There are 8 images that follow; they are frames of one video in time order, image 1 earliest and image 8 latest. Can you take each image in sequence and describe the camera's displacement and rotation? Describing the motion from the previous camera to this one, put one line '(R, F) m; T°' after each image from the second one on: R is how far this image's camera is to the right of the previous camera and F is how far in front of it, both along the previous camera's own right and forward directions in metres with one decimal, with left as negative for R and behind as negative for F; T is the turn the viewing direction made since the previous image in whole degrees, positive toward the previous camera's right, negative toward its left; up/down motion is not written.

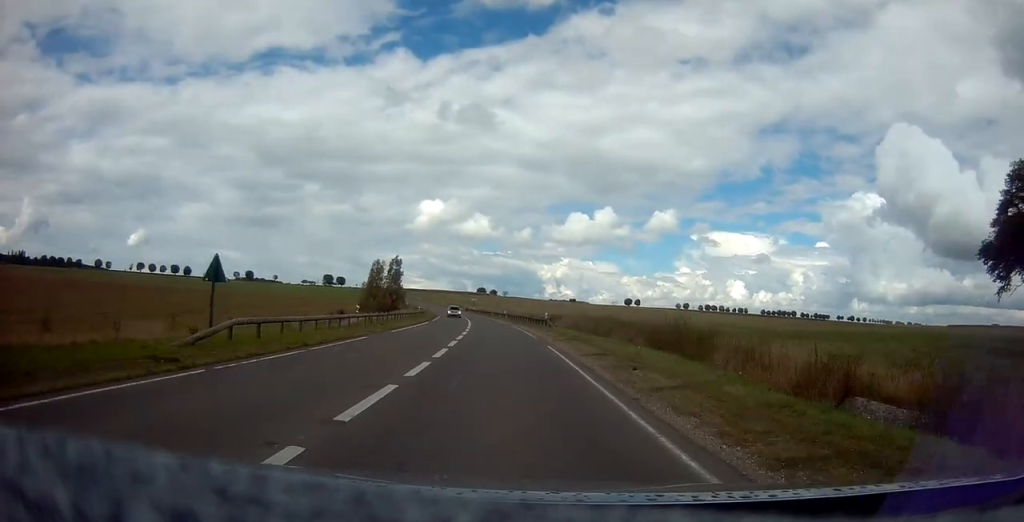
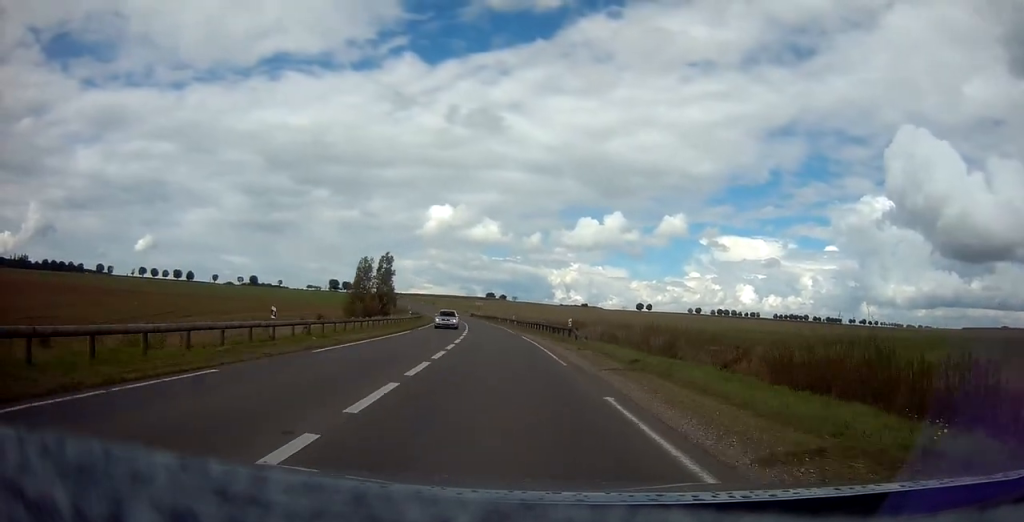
(-0.1, +12.5) m; -1°
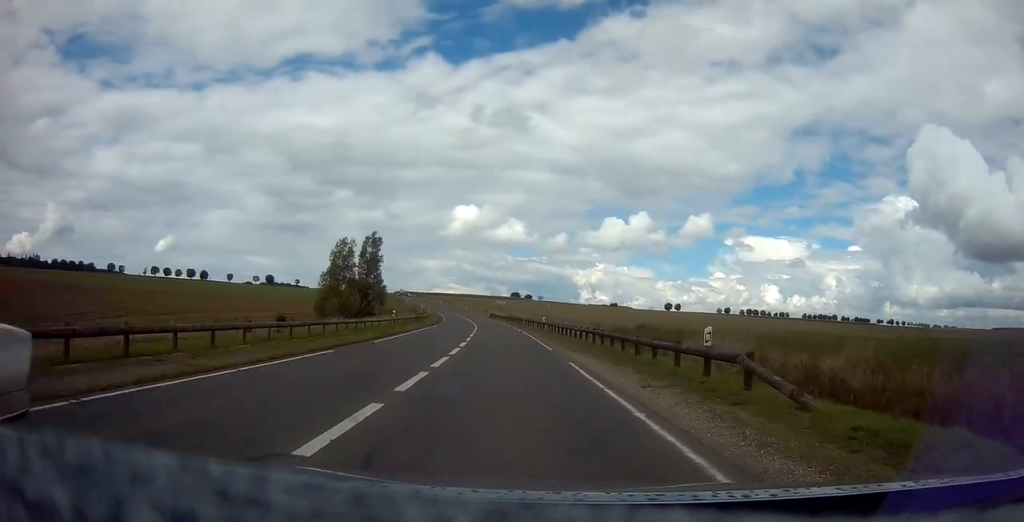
(-0.3, +19.4) m; -2°
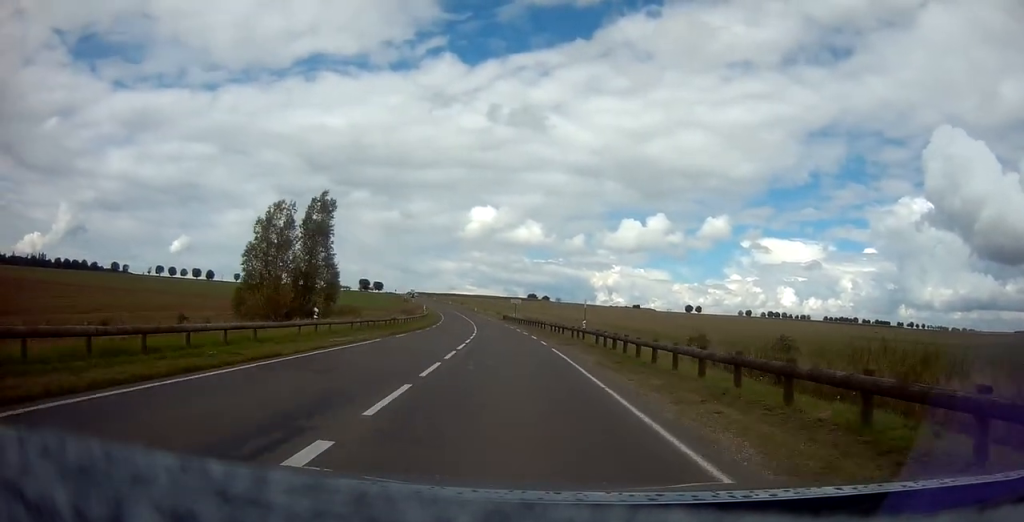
(-0.2, +19.6) m; -2°
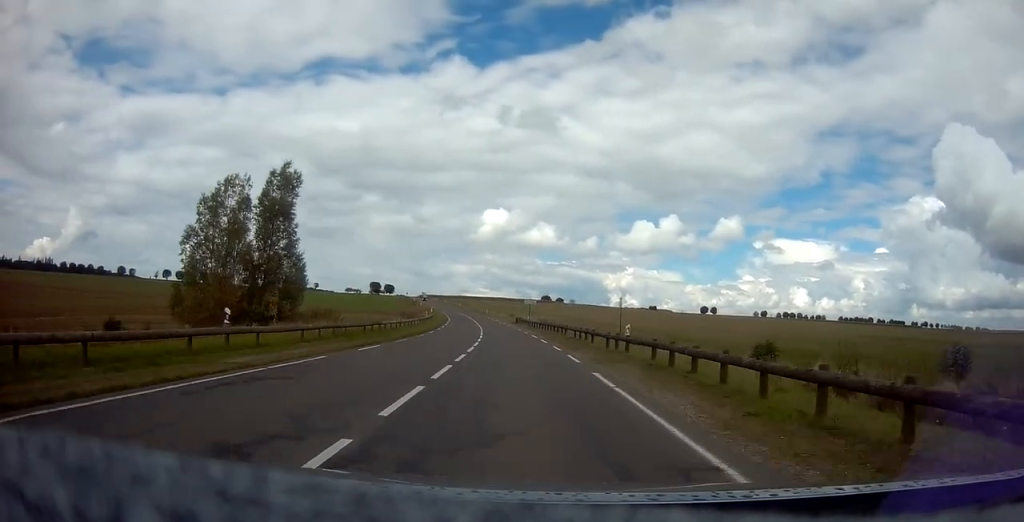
(0.0, +8.4) m; -1°
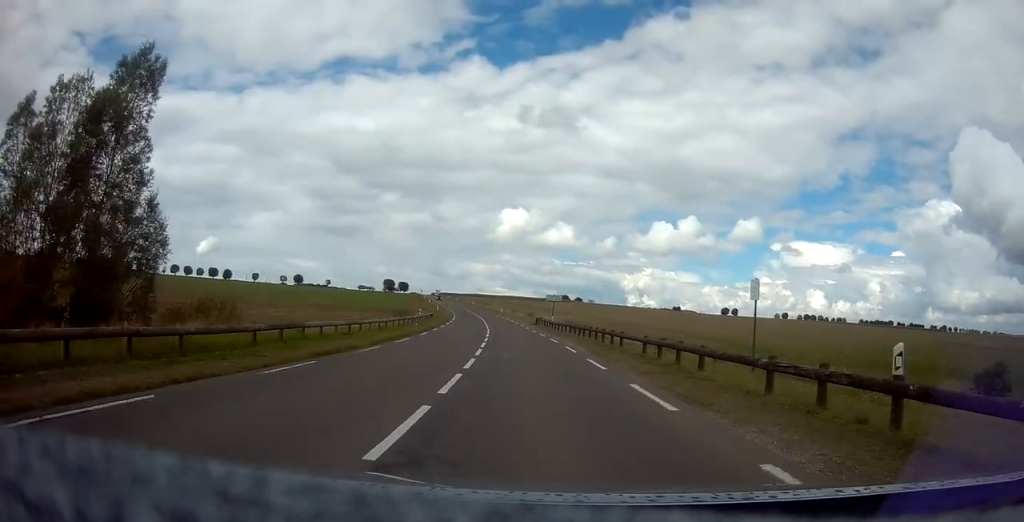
(-0.4, +14.8) m; -2°
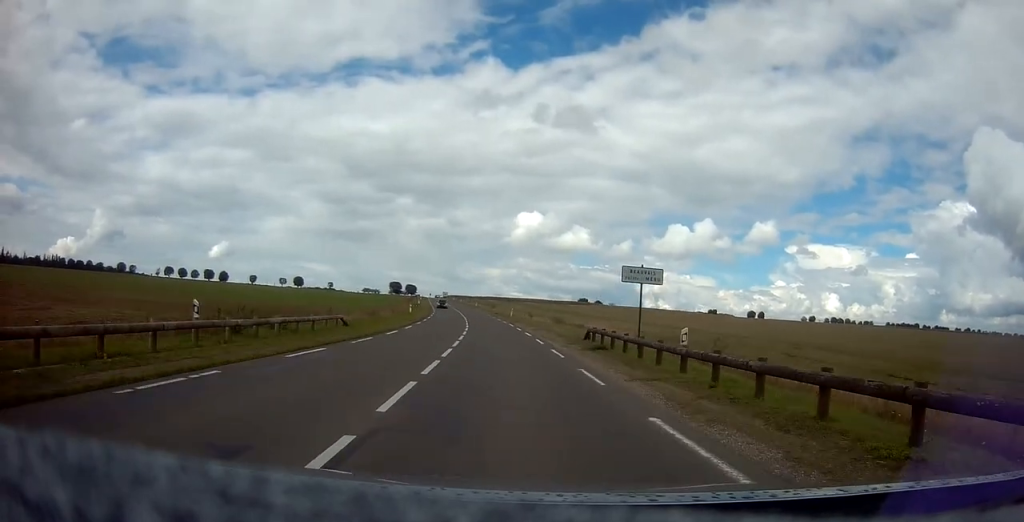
(-0.6, +36.6) m; -2°
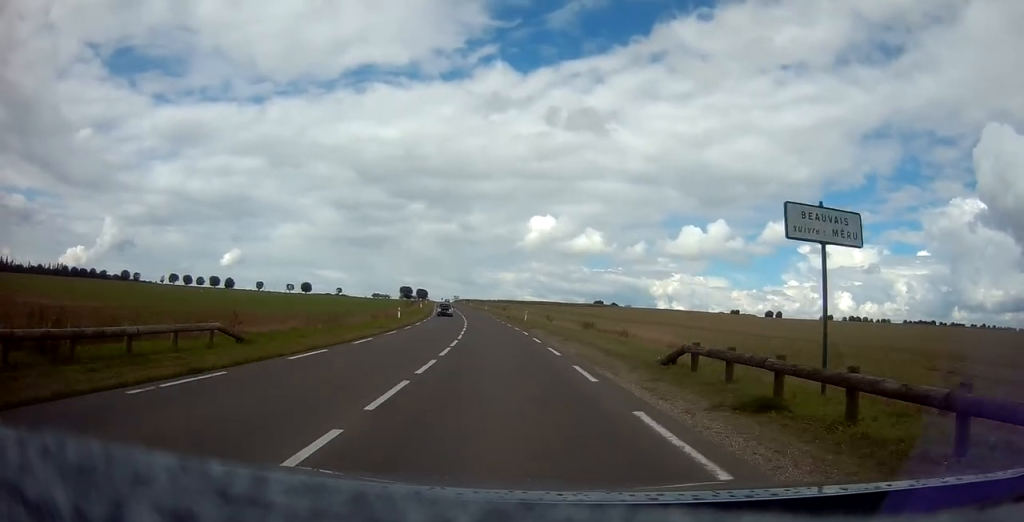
(+0.1, +12.9) m; -1°
